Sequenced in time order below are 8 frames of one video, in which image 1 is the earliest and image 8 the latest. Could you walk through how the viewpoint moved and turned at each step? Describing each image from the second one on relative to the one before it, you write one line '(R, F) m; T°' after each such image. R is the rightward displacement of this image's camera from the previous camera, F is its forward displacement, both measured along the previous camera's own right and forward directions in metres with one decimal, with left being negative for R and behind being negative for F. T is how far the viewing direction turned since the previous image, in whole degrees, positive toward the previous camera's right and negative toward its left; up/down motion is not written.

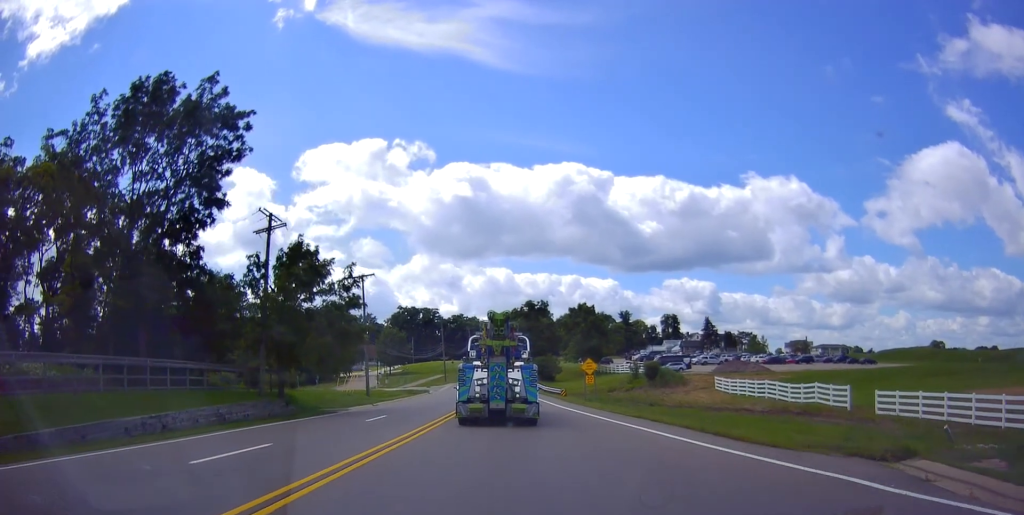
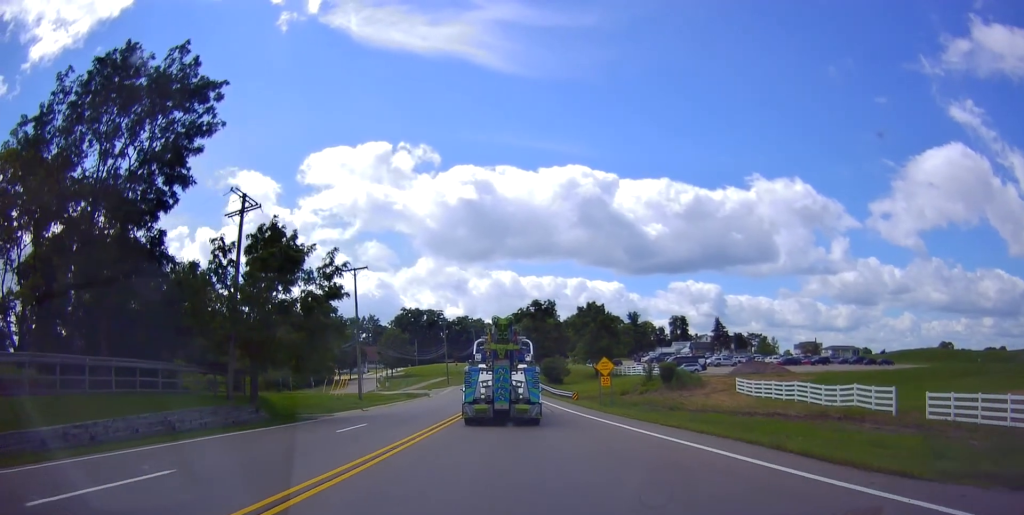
(+0.2, +4.5) m; 0°
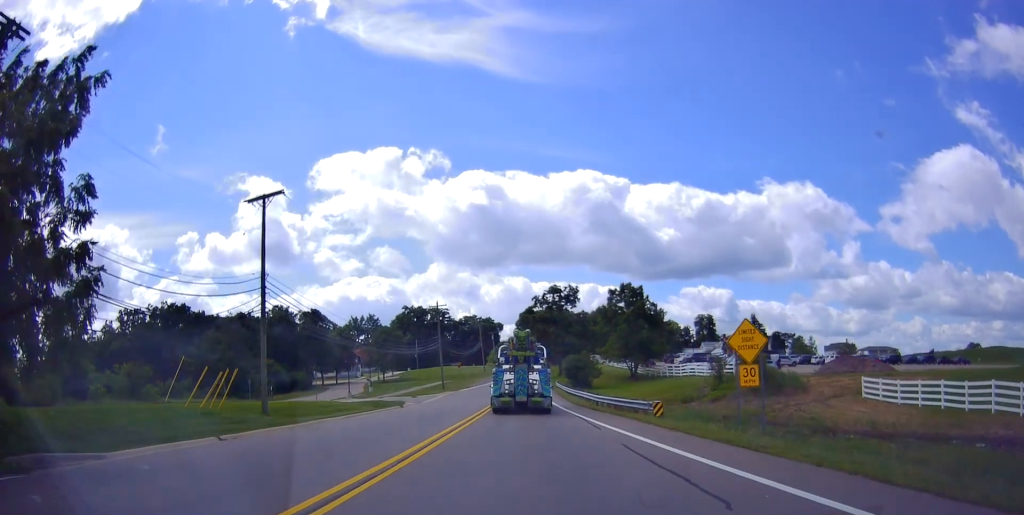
(-0.6, +21.4) m; -3°
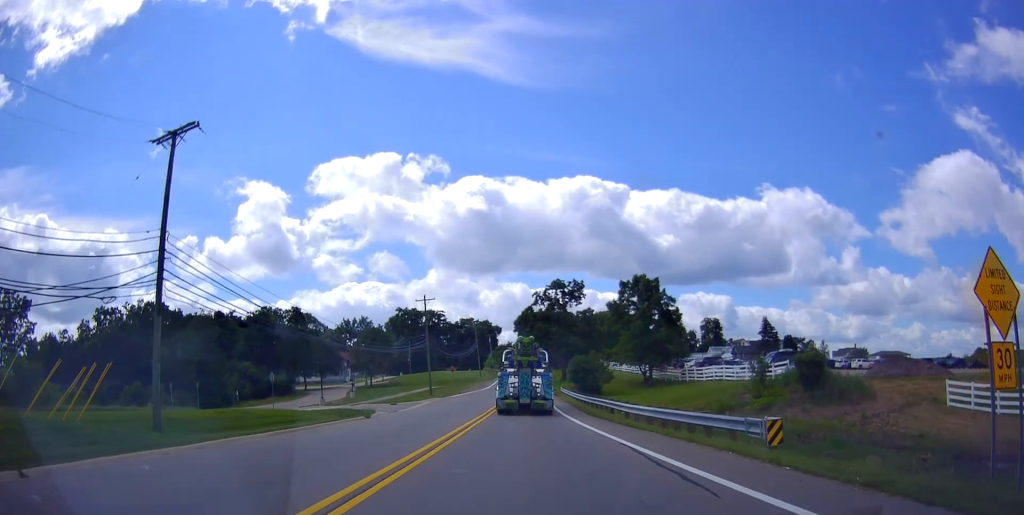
(0.0, +9.2) m; 0°
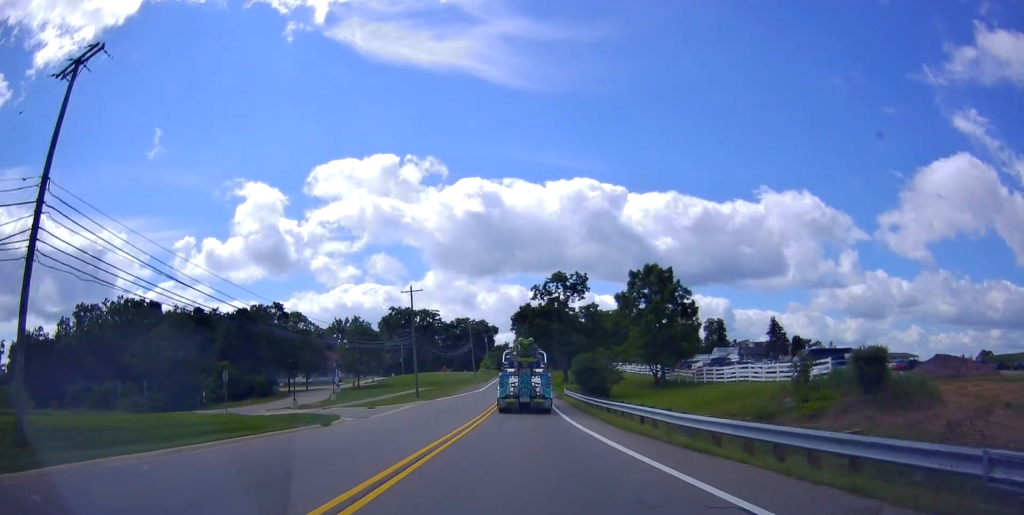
(0.0, +6.8) m; 0°
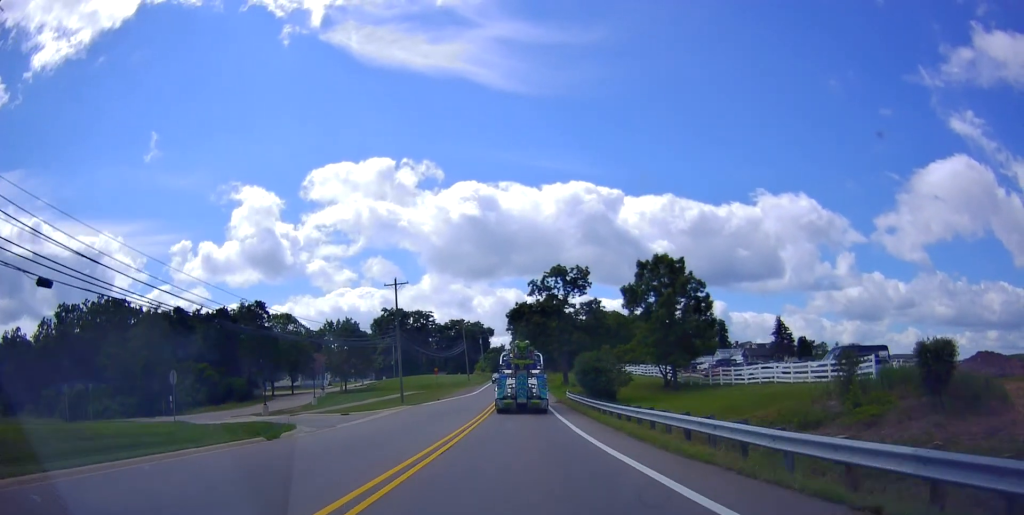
(0.0, +5.5) m; 0°
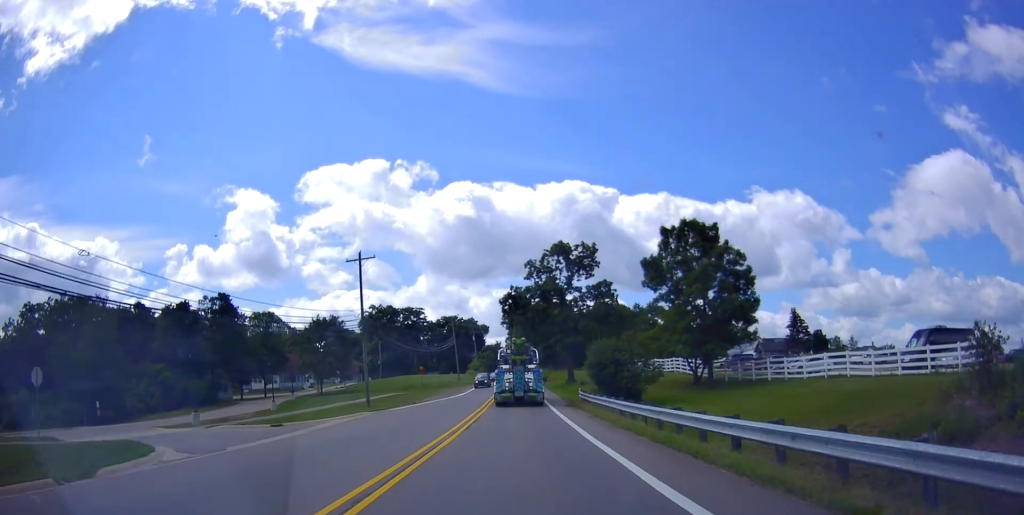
(0.0, +10.5) m; -2°
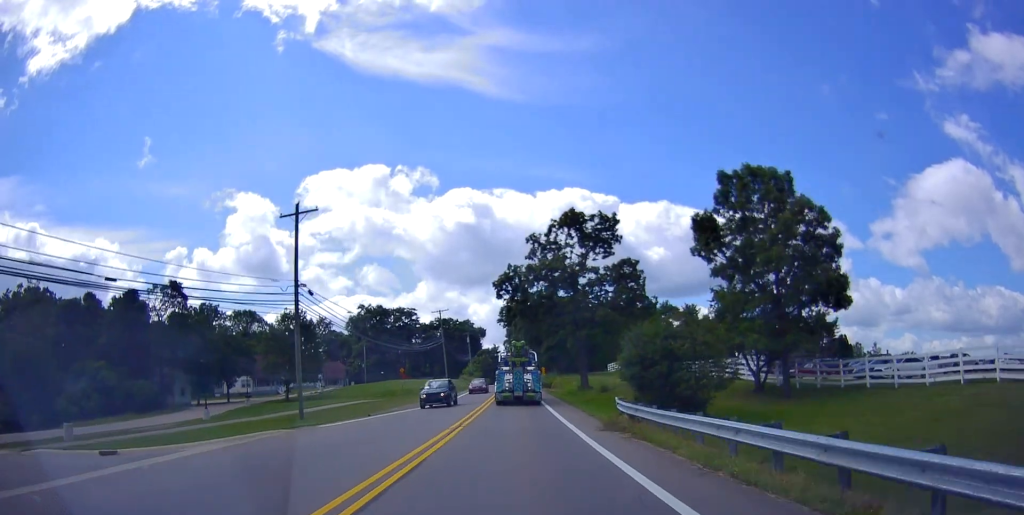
(-0.3, +12.8) m; 0°
